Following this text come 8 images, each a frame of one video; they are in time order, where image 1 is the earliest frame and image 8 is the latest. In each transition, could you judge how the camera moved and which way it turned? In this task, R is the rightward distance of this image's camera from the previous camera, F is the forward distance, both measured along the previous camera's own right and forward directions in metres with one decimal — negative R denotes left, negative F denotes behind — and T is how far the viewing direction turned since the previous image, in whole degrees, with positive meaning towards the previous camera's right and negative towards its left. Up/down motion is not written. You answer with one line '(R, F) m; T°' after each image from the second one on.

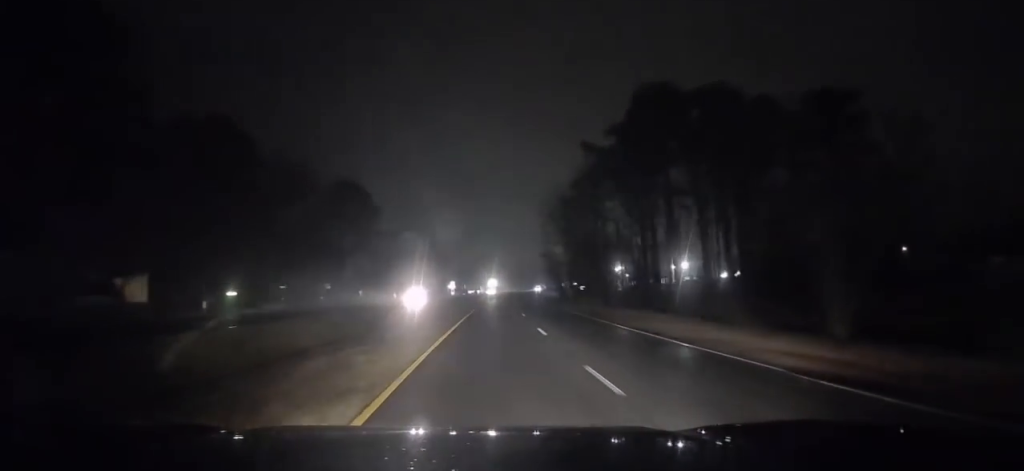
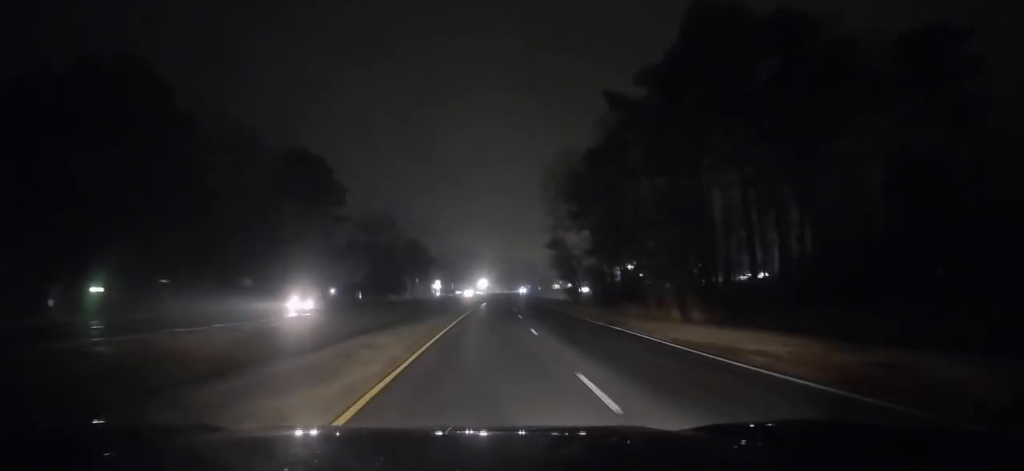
(+0.5, +27.0) m; +1°
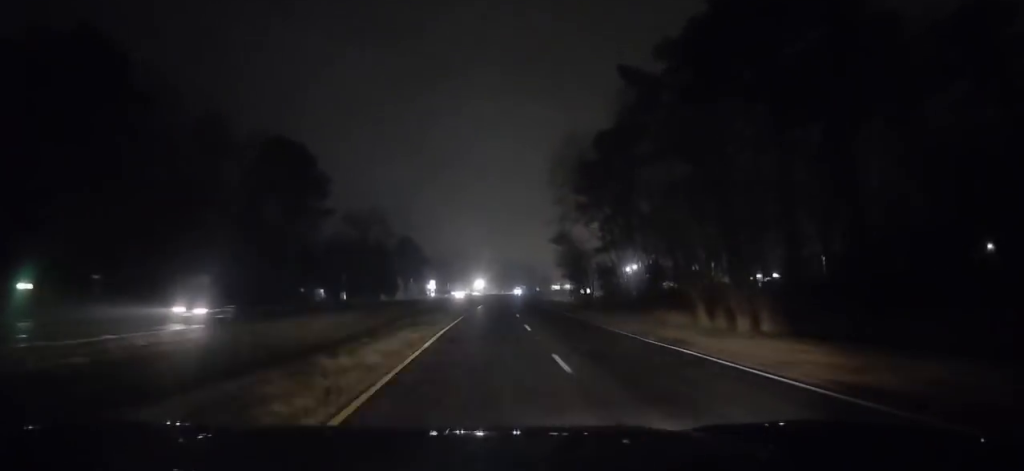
(-0.1, +9.6) m; 0°
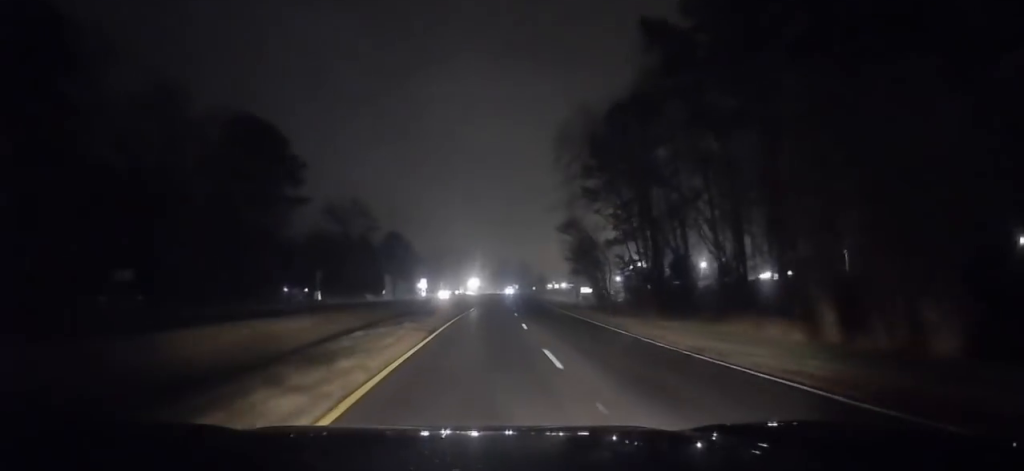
(-0.2, +11.7) m; 0°
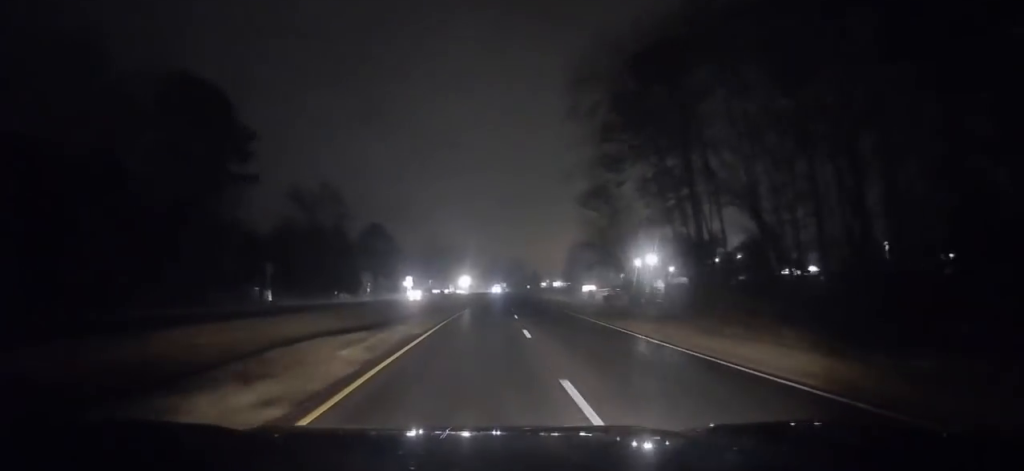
(+0.3, +17.5) m; +1°
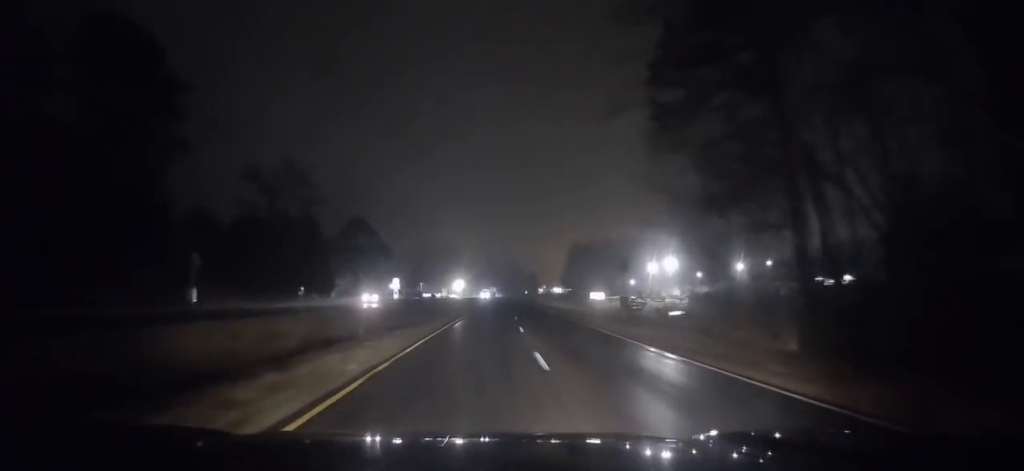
(+0.1, +18.4) m; 0°
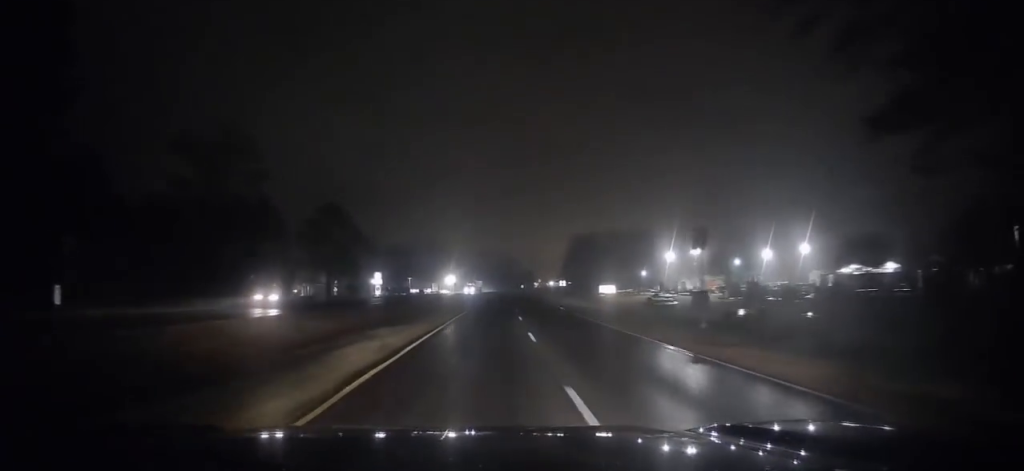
(0.0, +19.1) m; +1°
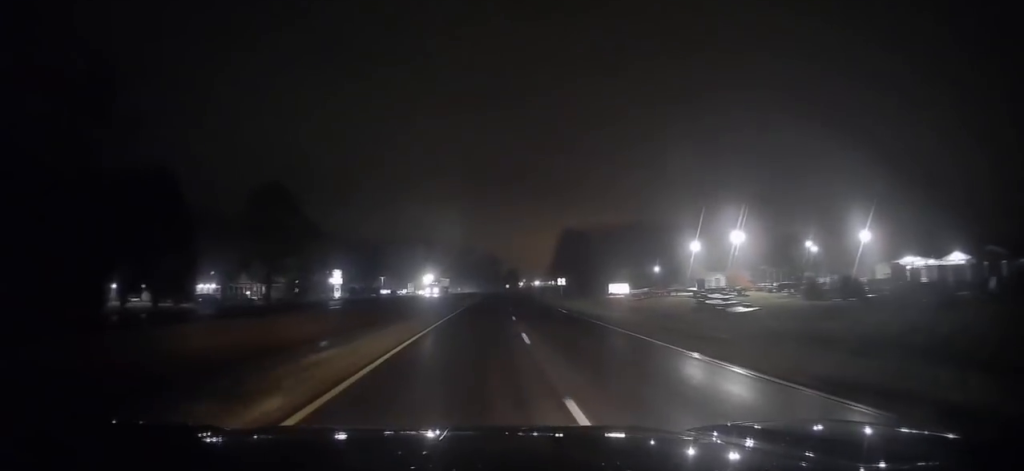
(+0.4, +25.7) m; +2°
